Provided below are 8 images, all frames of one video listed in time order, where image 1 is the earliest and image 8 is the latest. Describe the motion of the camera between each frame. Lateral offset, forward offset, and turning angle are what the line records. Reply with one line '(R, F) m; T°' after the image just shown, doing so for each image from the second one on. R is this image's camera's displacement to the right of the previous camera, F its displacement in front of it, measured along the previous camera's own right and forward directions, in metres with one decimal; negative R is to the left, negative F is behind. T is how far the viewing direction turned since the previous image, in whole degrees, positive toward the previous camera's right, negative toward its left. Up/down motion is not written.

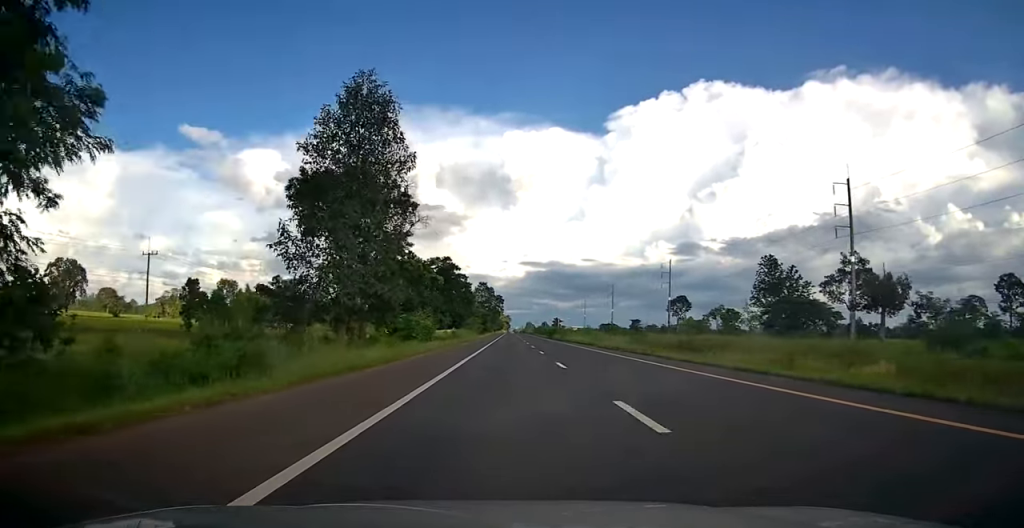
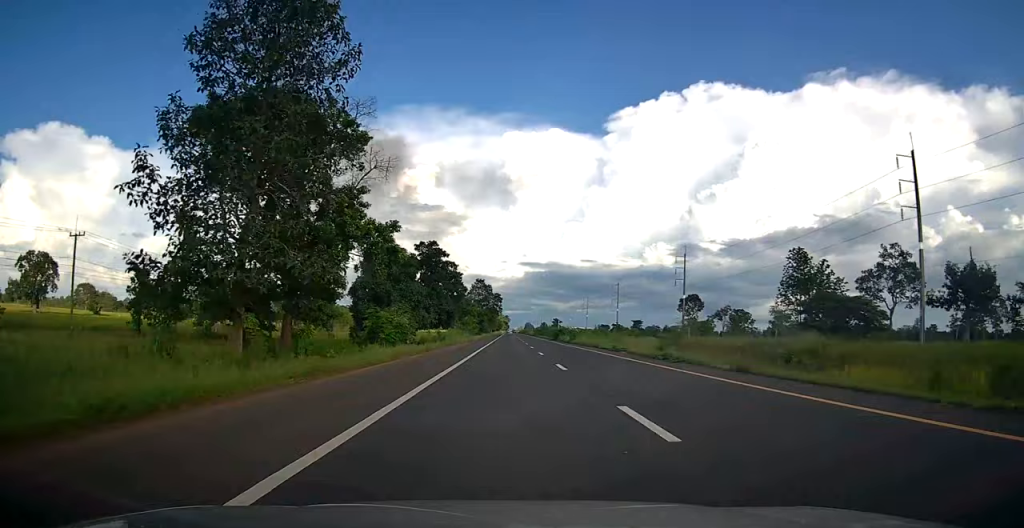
(-0.1, +12.5) m; 0°
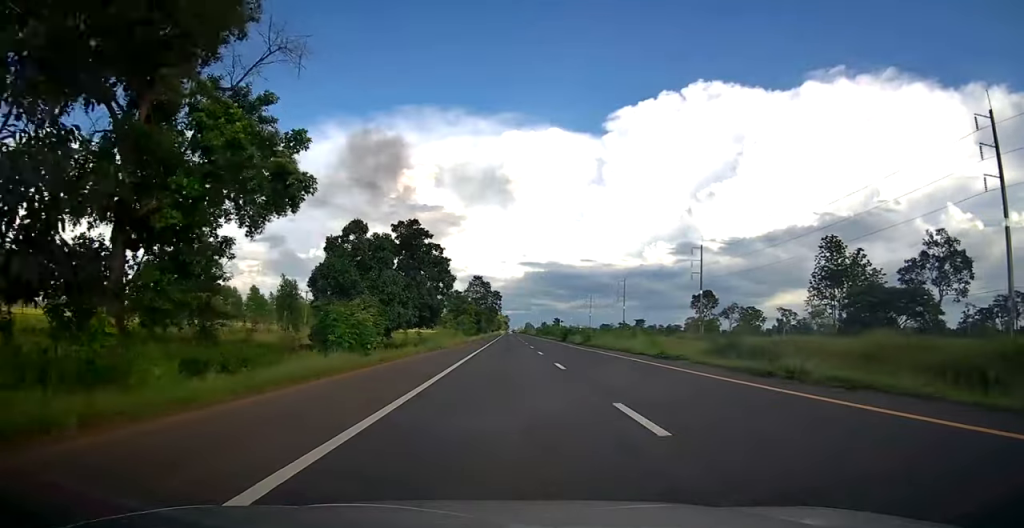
(0.0, +11.6) m; 0°
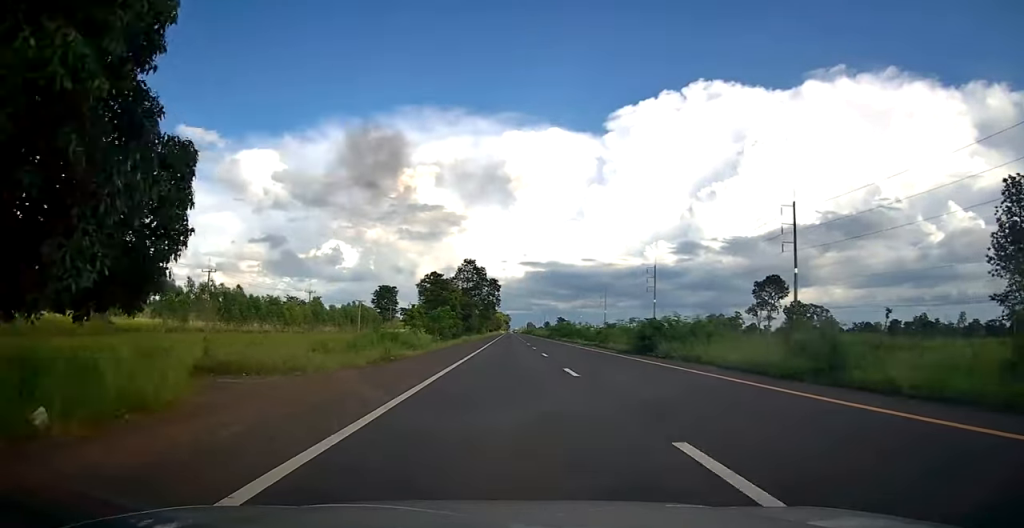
(+0.1, +39.4) m; 0°
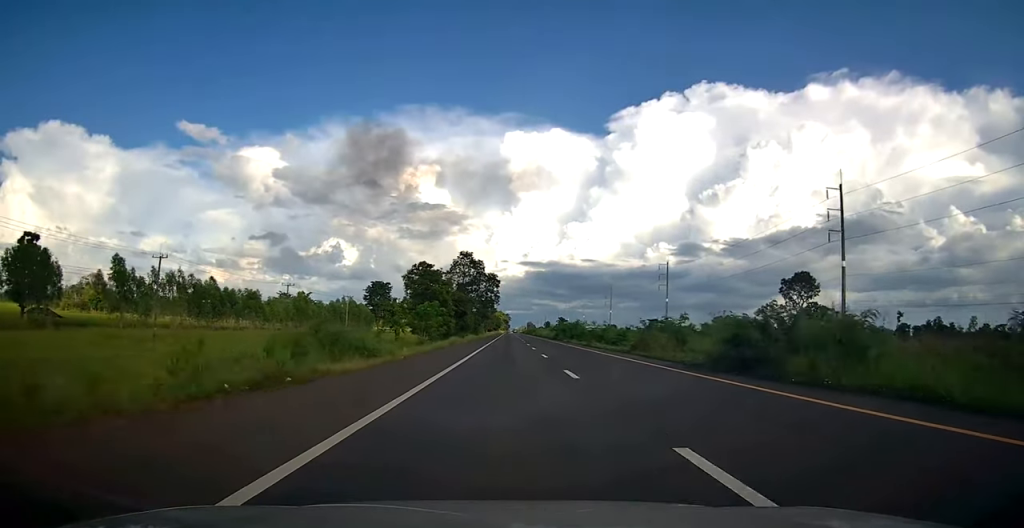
(0.0, +12.0) m; 0°
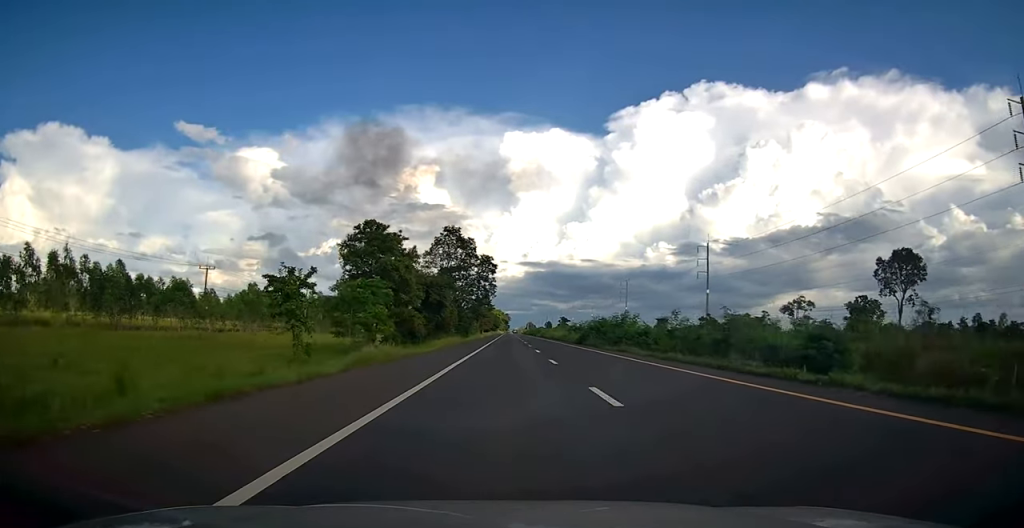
(0.0, +29.6) m; 0°
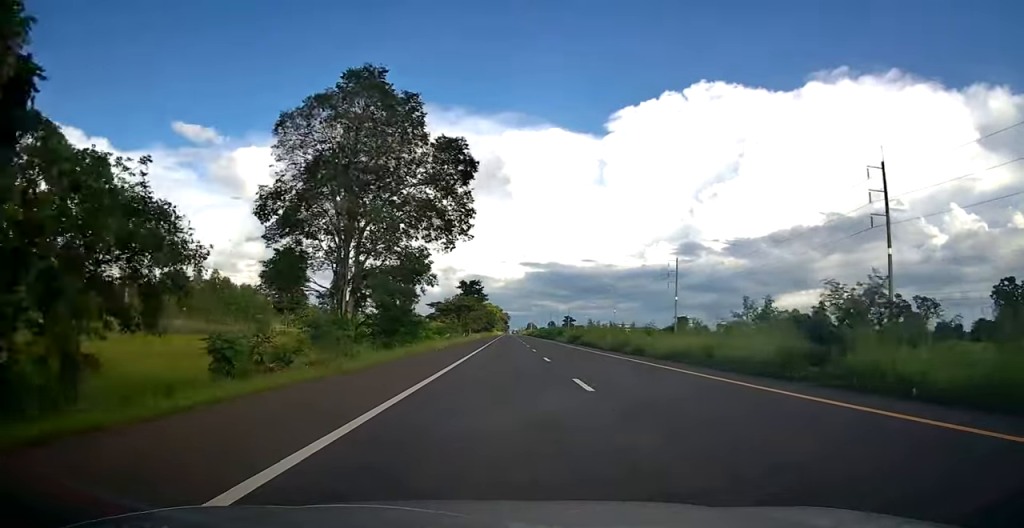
(-0.1, +57.2) m; 0°
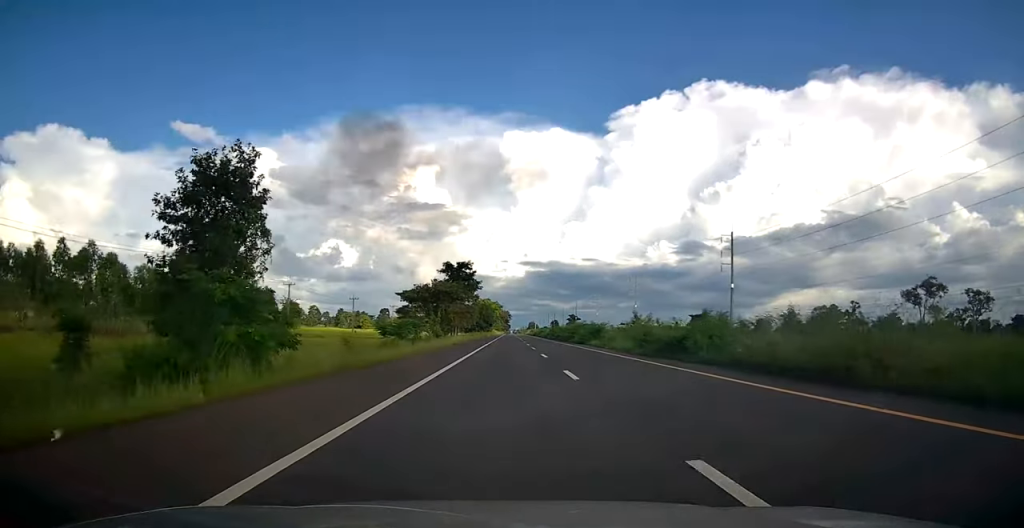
(+0.2, +33.2) m; +1°
